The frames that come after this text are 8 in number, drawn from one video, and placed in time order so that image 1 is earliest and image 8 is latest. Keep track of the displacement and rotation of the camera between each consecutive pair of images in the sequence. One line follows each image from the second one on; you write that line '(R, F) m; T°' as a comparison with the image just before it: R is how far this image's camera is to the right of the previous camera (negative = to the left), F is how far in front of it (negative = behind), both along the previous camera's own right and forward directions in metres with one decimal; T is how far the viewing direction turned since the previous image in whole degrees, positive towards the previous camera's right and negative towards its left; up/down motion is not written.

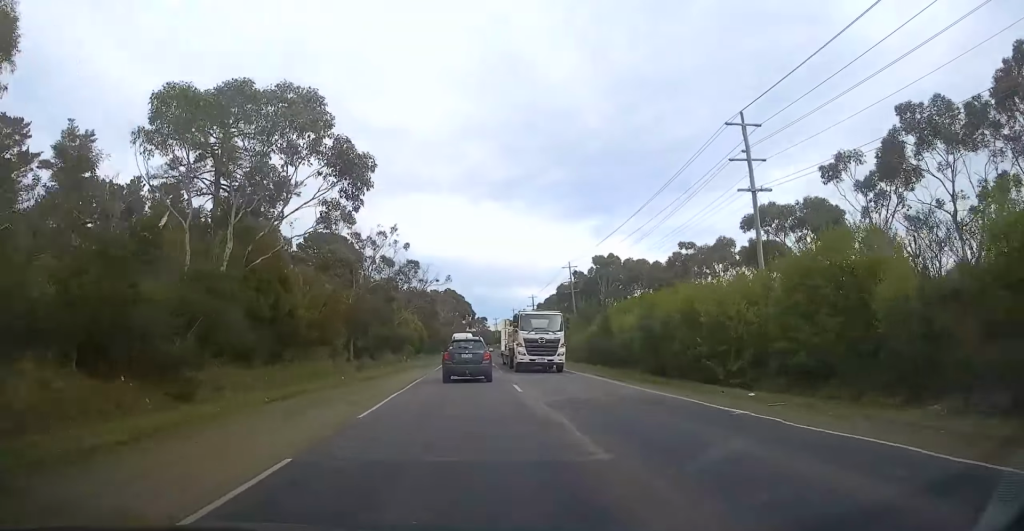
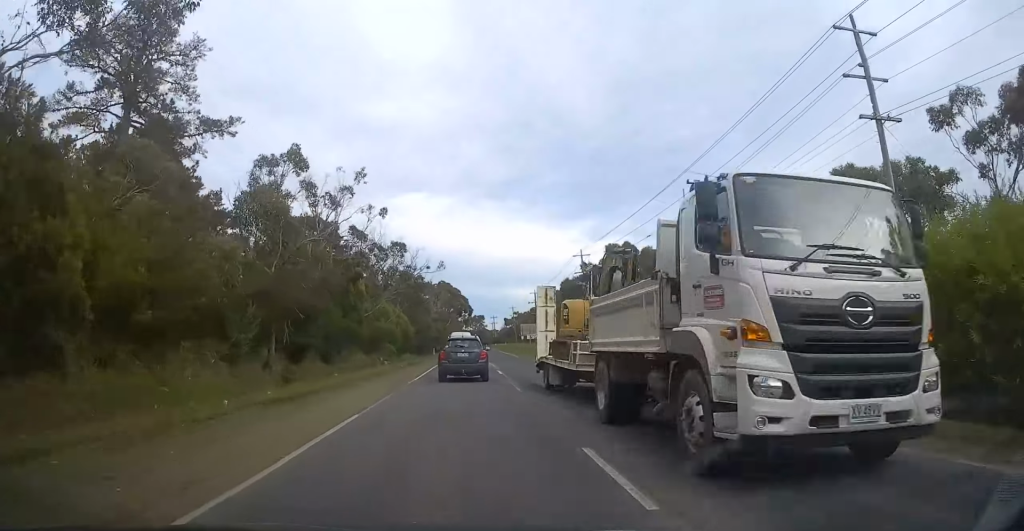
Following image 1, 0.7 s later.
(0.0, +13.6) m; -1°
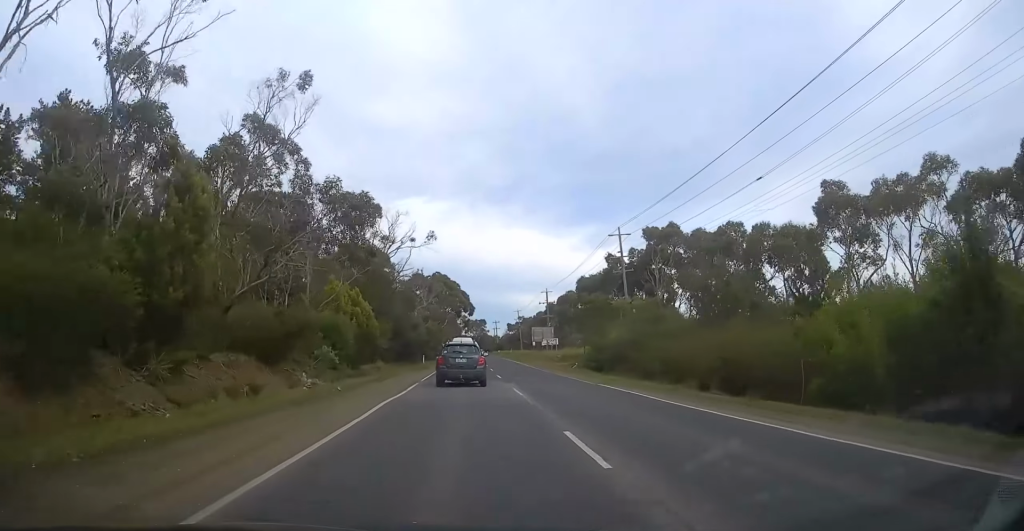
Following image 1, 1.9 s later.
(-0.4, +21.8) m; +1°
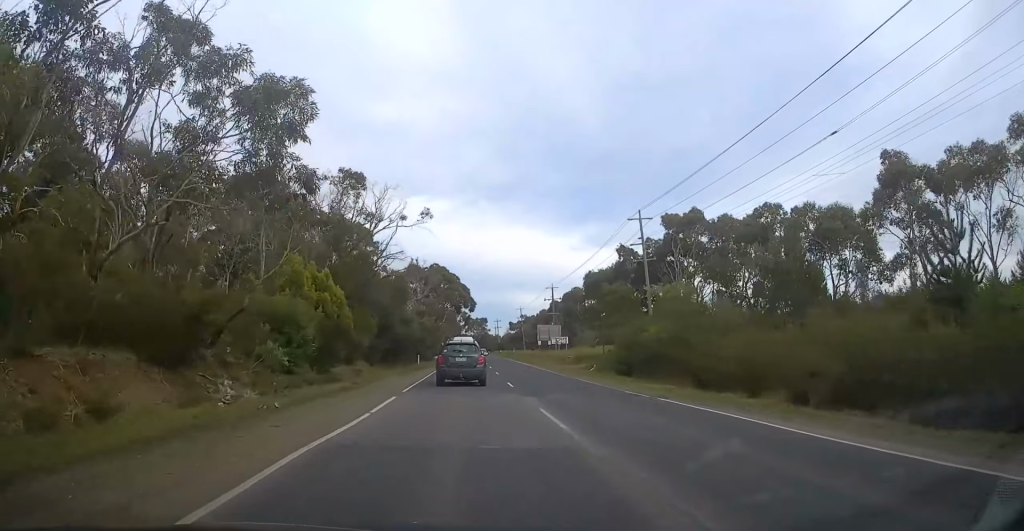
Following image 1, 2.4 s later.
(+0.2, +8.5) m; +1°
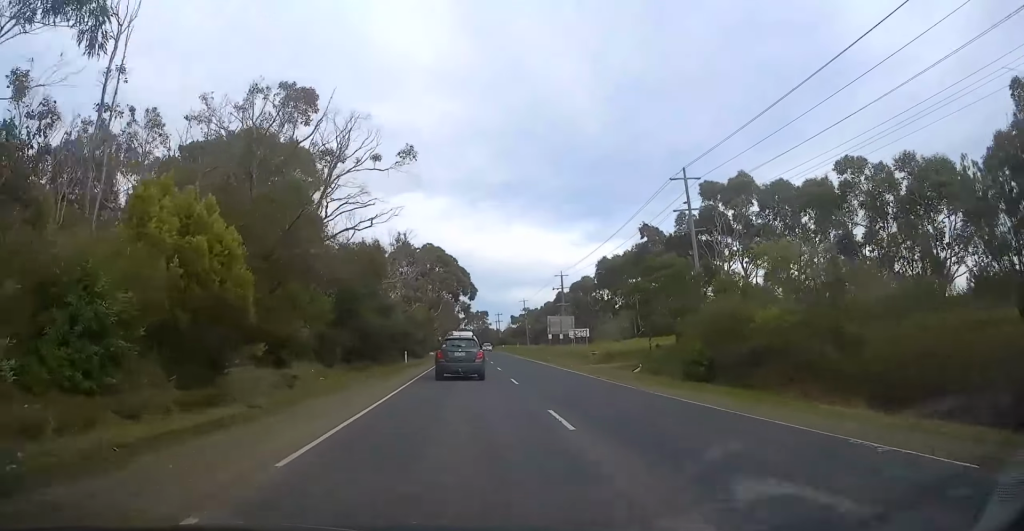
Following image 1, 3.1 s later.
(+0.1, +13.2) m; -1°
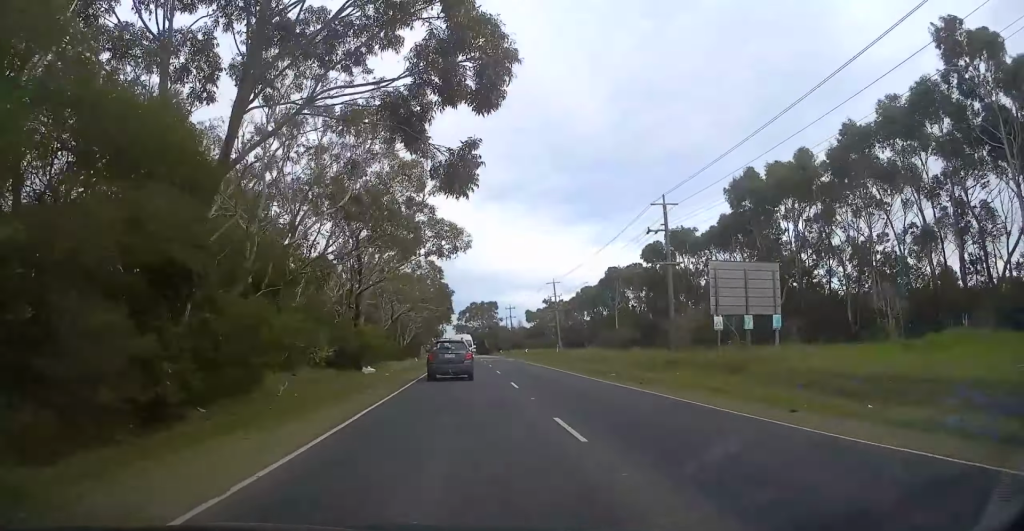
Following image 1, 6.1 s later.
(-0.6, +60.0) m; +1°
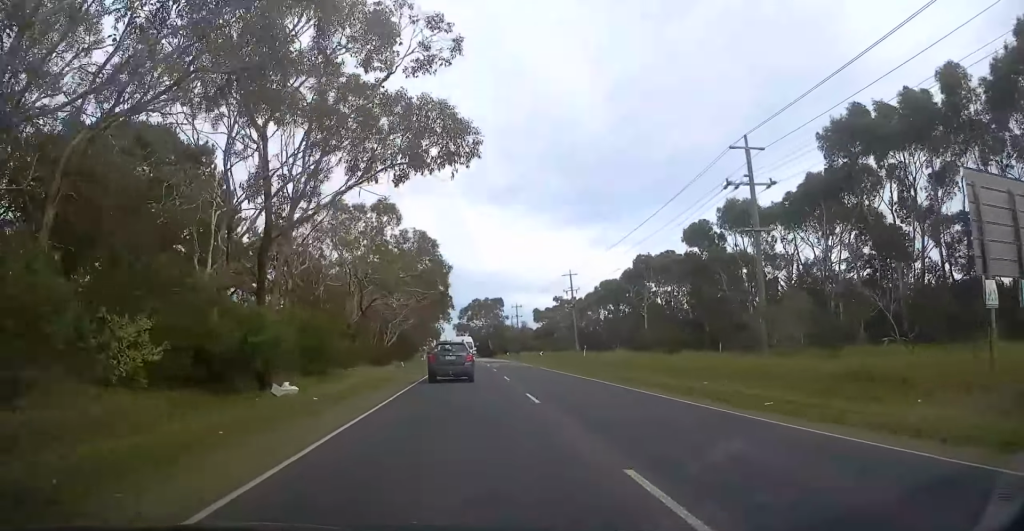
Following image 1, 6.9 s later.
(0.0, +16.4) m; -1°
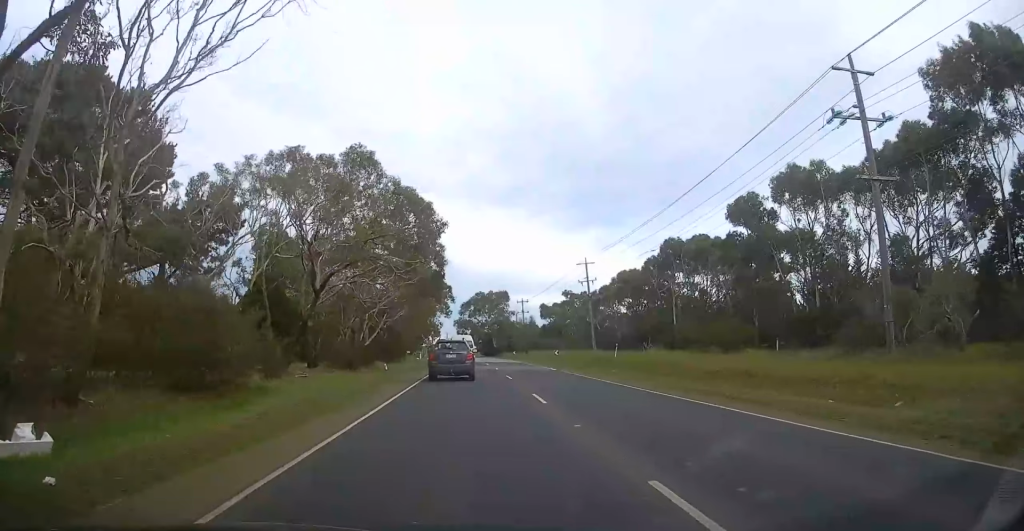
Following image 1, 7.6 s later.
(+0.2, +12.2) m; -1°
